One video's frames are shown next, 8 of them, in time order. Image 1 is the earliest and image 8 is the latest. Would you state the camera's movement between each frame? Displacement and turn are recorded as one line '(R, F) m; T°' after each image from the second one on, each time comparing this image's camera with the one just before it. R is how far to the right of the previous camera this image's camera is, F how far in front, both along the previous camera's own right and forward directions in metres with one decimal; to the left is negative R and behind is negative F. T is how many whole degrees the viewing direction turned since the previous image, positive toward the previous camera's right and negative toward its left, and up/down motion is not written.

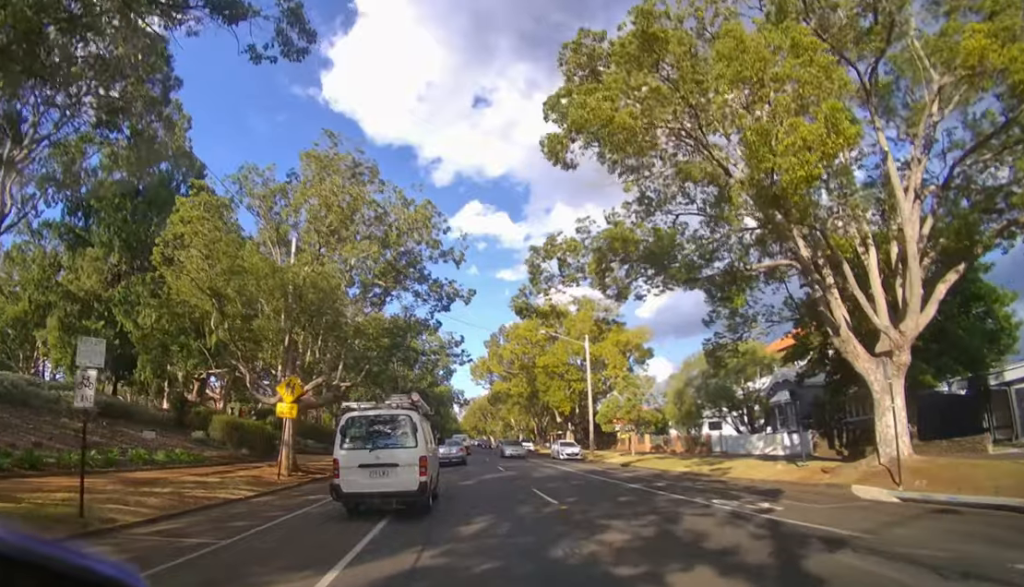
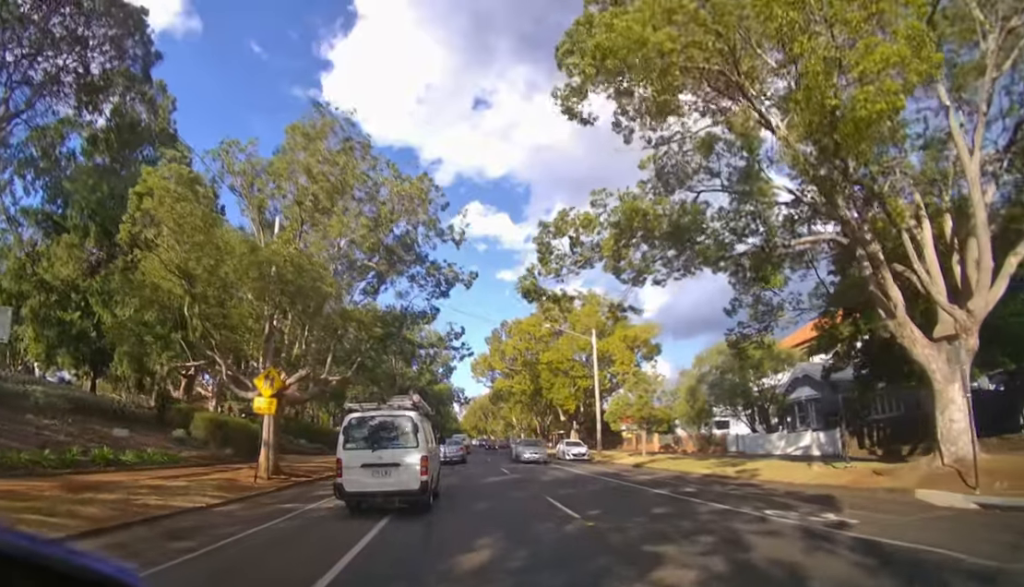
(0.0, +2.4) m; 0°
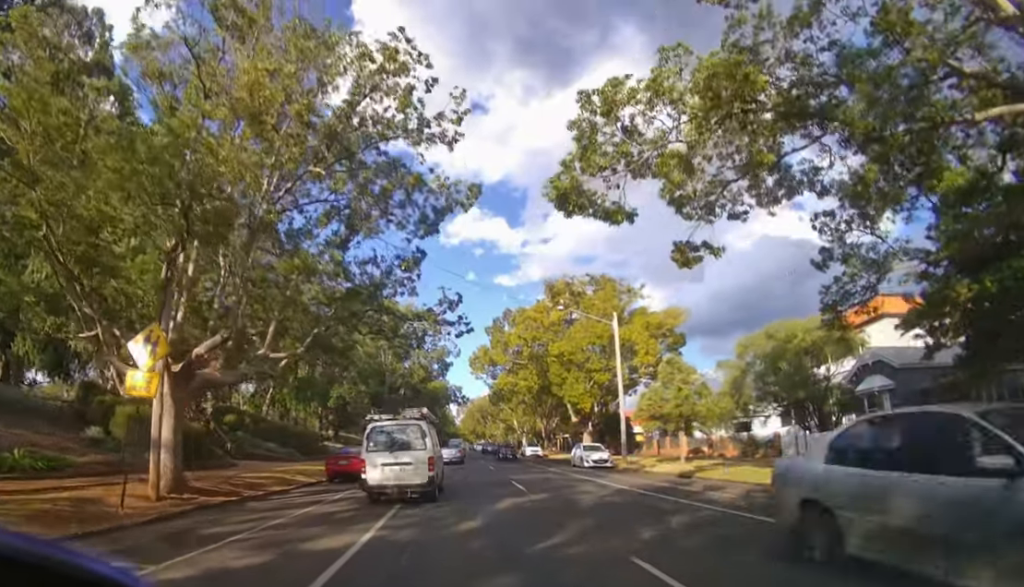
(-0.1, +6.9) m; -1°
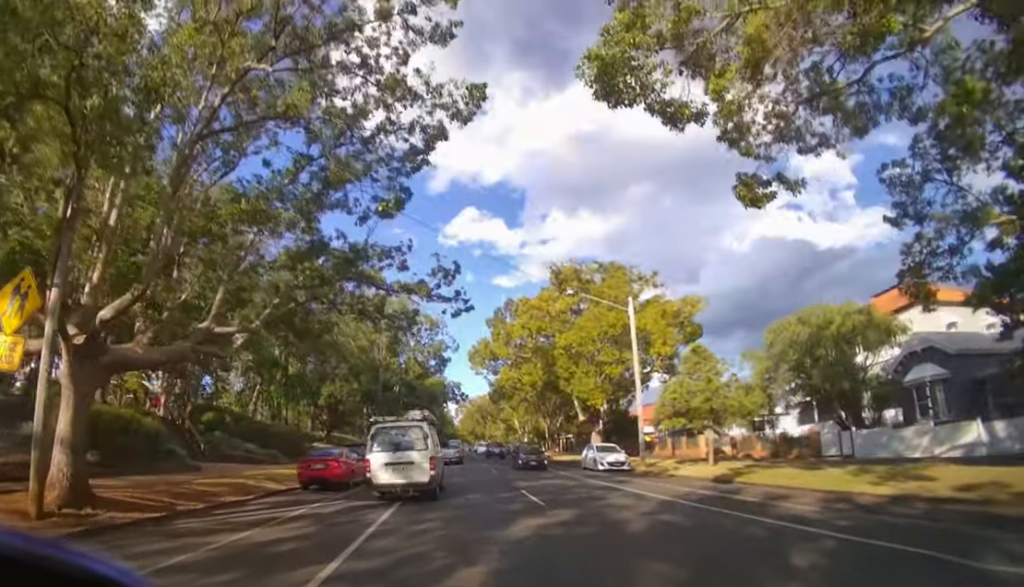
(0.0, +2.9) m; -1°
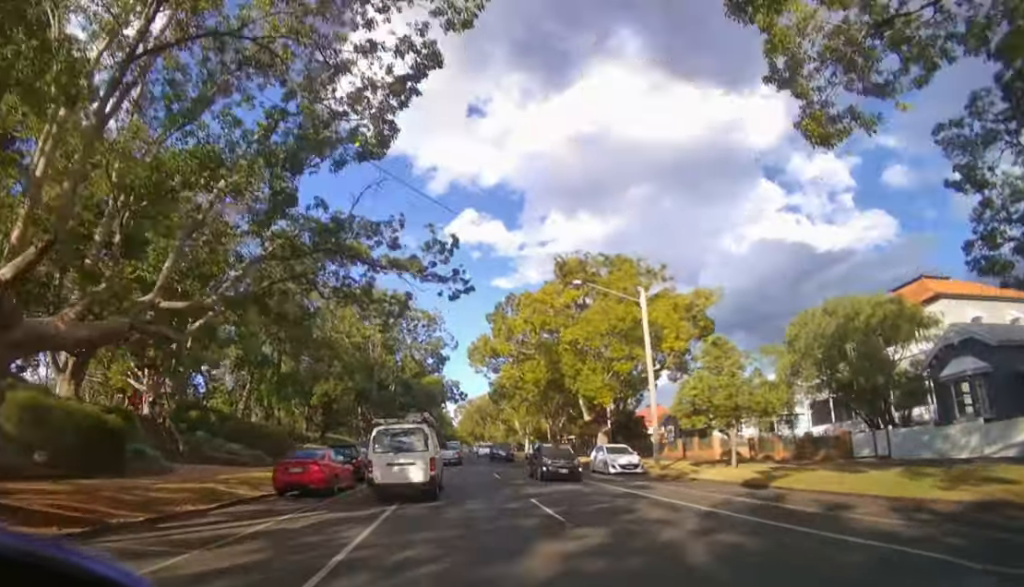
(0.0, +1.7) m; 0°
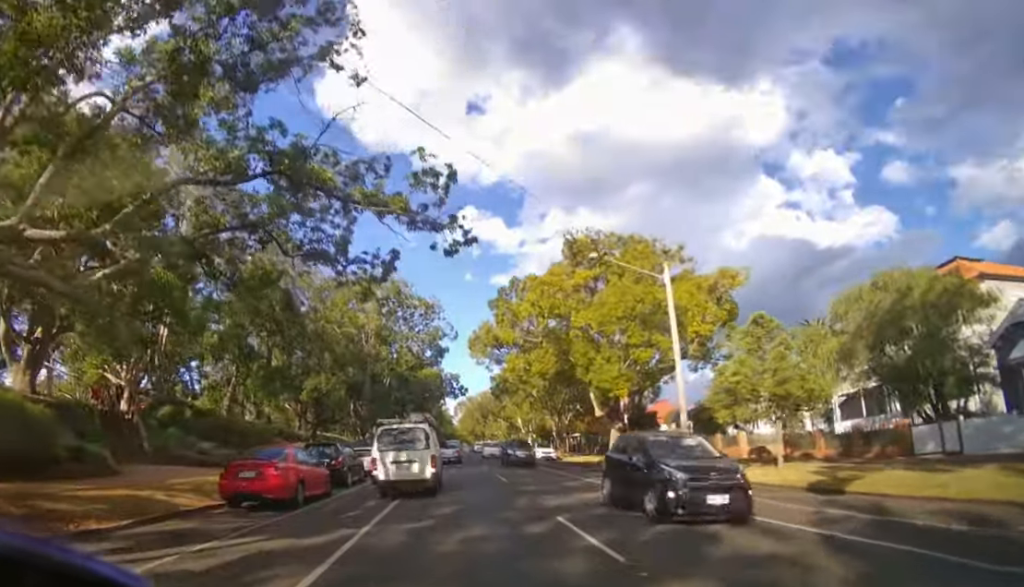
(0.0, +2.7) m; 0°
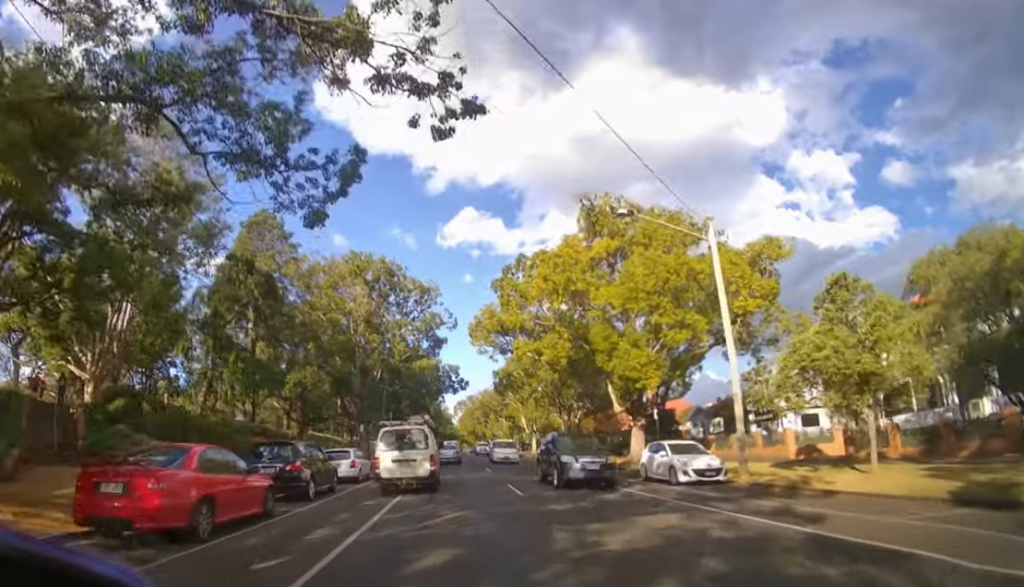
(0.0, +4.2) m; 0°
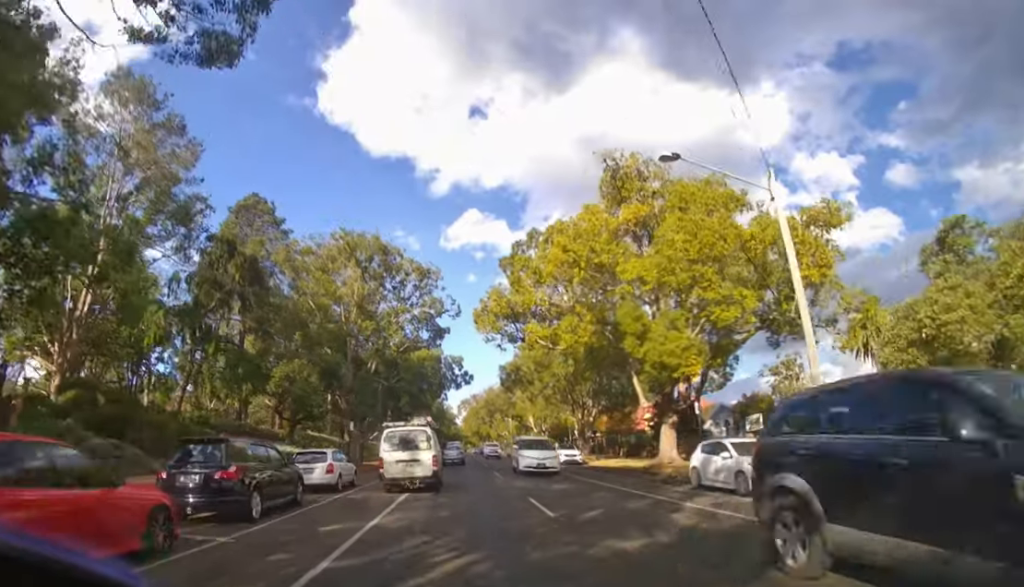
(0.0, +3.7) m; -1°
